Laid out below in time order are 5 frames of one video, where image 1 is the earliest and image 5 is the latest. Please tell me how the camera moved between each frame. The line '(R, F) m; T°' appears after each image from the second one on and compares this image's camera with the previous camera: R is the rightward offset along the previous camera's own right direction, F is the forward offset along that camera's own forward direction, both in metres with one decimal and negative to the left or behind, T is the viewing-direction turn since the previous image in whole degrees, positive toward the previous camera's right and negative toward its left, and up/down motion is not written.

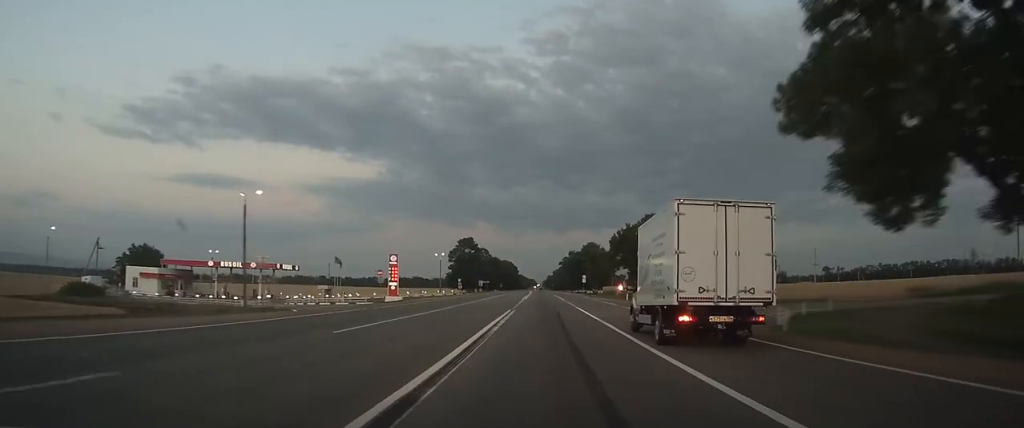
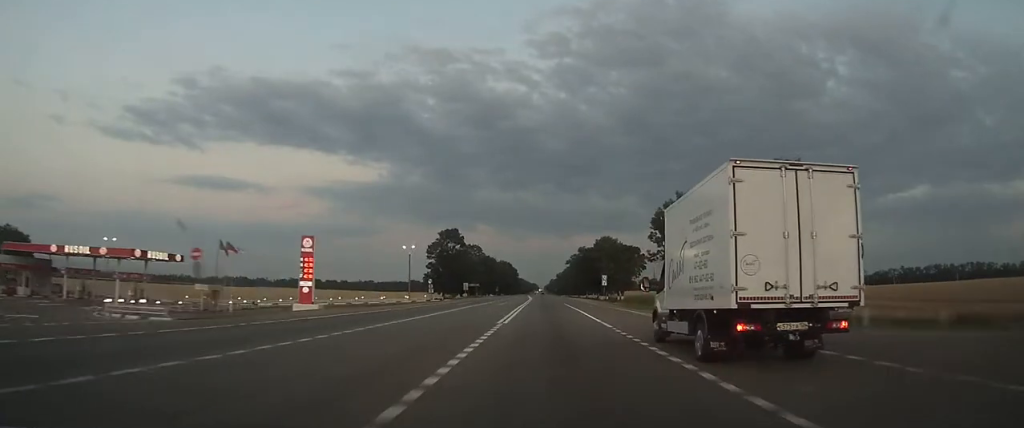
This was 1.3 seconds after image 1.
(0.0, +34.7) m; 0°
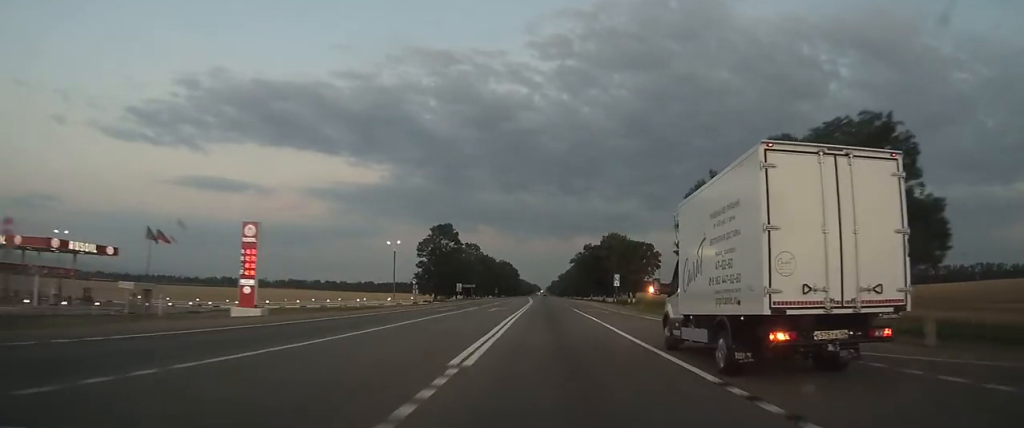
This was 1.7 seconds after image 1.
(0.0, +12.2) m; 0°
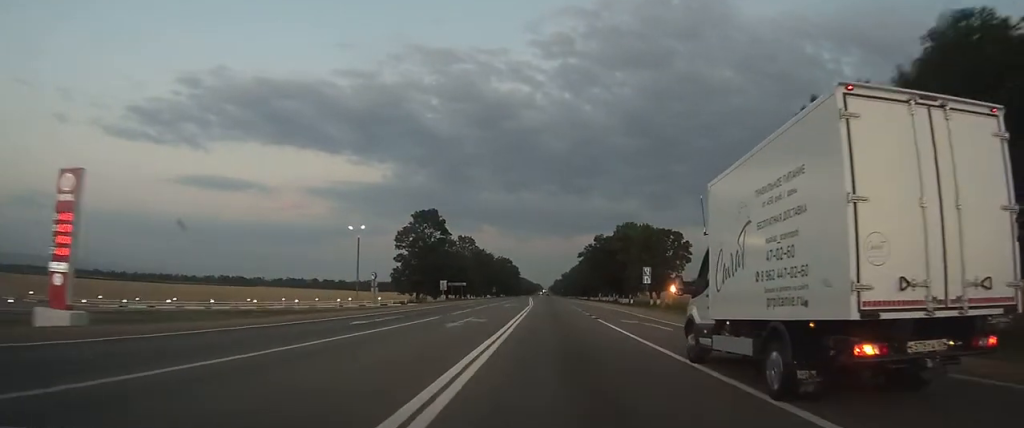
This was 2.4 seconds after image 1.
(0.0, +19.8) m; 0°
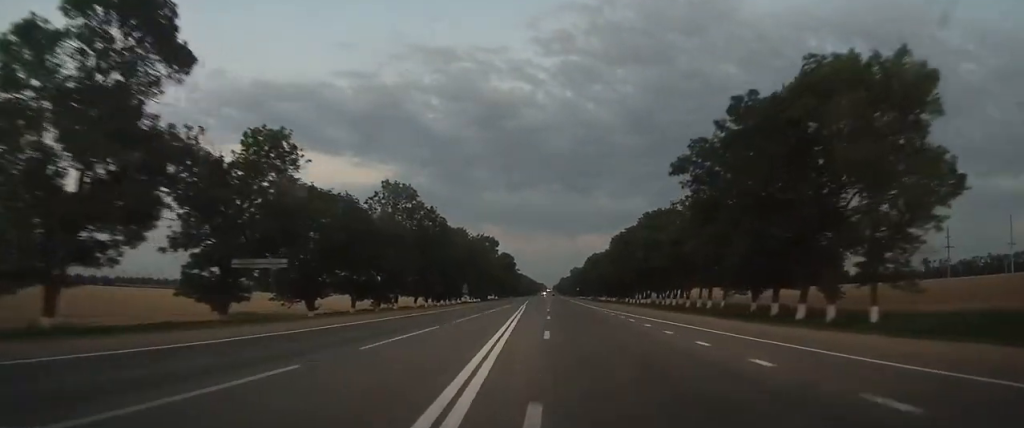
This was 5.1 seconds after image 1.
(-0.5, +79.2) m; 0°
